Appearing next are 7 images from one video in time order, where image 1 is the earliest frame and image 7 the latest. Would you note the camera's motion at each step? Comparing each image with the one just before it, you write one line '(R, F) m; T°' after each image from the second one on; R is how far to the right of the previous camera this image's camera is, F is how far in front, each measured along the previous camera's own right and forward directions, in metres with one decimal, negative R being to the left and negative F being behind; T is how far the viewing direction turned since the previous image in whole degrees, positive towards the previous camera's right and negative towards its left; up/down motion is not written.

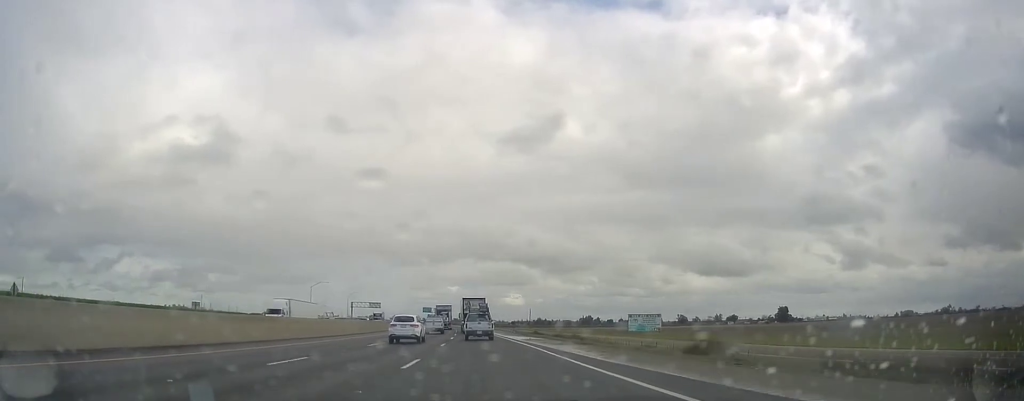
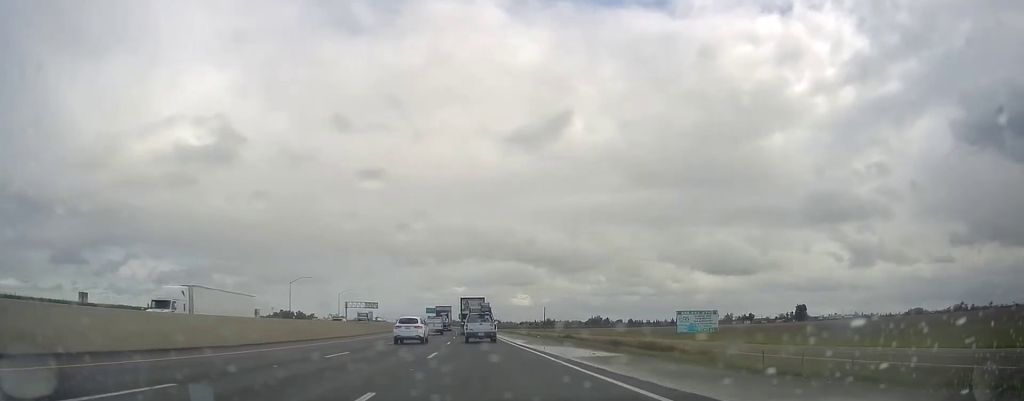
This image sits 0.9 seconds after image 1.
(-0.1, +25.2) m; 0°
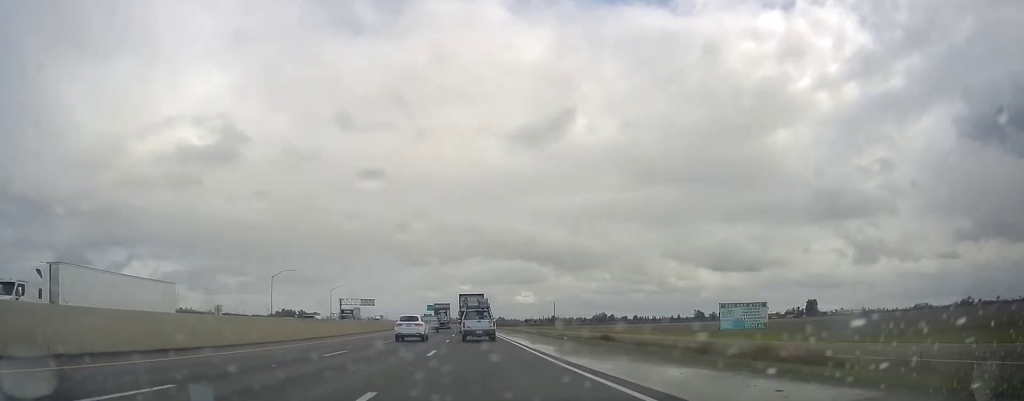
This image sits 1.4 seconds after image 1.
(+0.2, +14.5) m; 0°
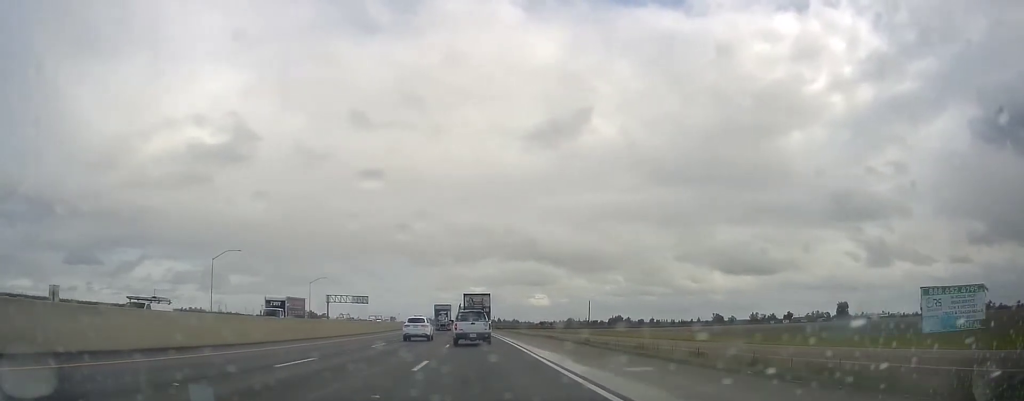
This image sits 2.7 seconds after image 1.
(-0.7, +37.2) m; -1°
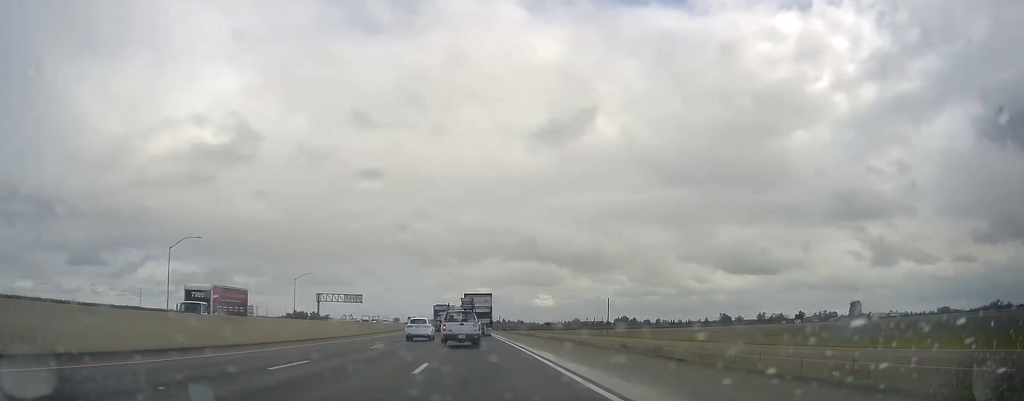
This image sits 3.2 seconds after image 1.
(+0.2, +15.9) m; -1°
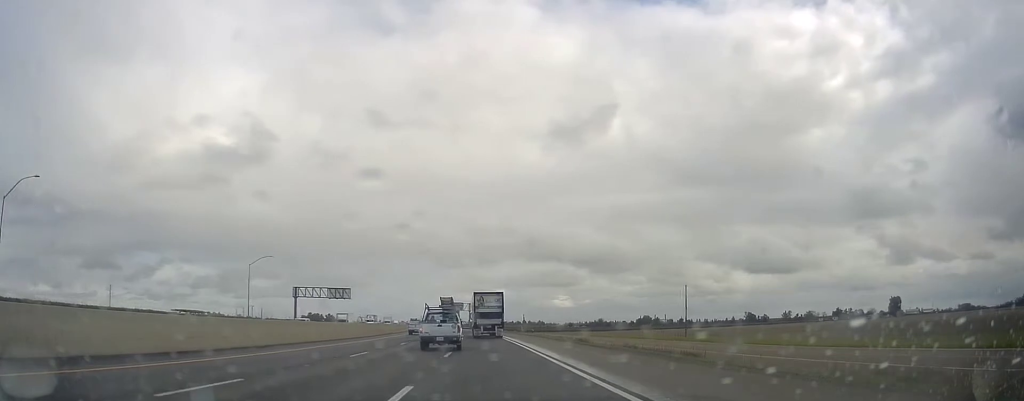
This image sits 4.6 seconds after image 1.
(-1.0, +37.0) m; -3°
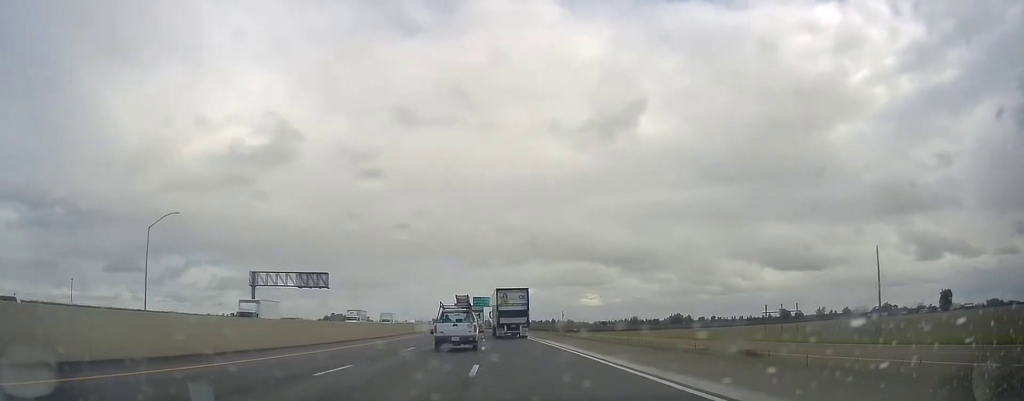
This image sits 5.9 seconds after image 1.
(-0.2, +37.6) m; -1°
